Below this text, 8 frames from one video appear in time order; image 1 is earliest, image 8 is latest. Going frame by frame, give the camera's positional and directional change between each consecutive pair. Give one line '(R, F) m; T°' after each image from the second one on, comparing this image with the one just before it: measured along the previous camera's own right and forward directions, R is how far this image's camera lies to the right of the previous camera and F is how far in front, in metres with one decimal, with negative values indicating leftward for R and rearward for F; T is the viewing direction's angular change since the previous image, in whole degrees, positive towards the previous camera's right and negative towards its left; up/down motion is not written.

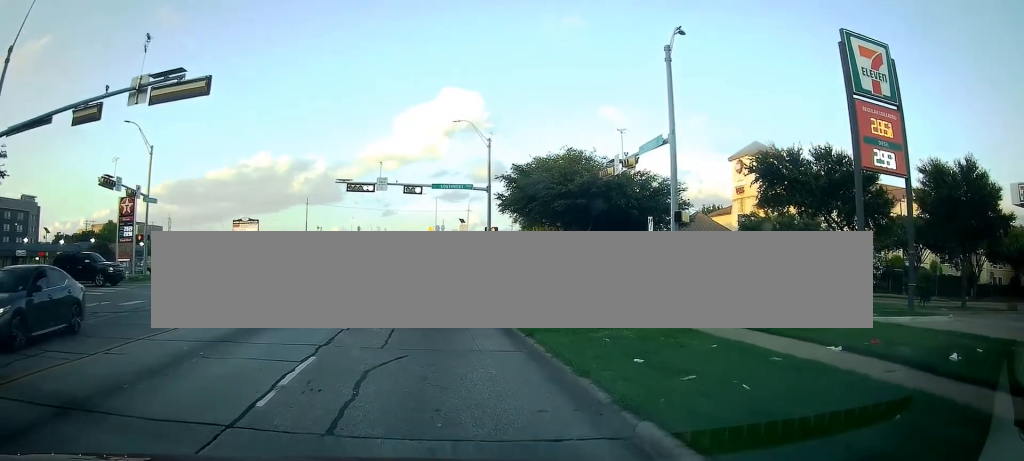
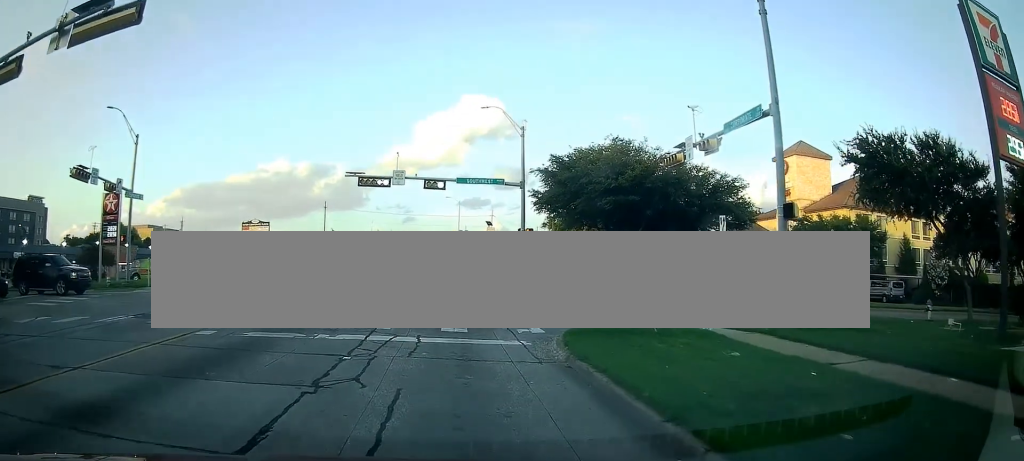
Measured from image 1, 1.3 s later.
(-0.1, +5.6) m; +2°
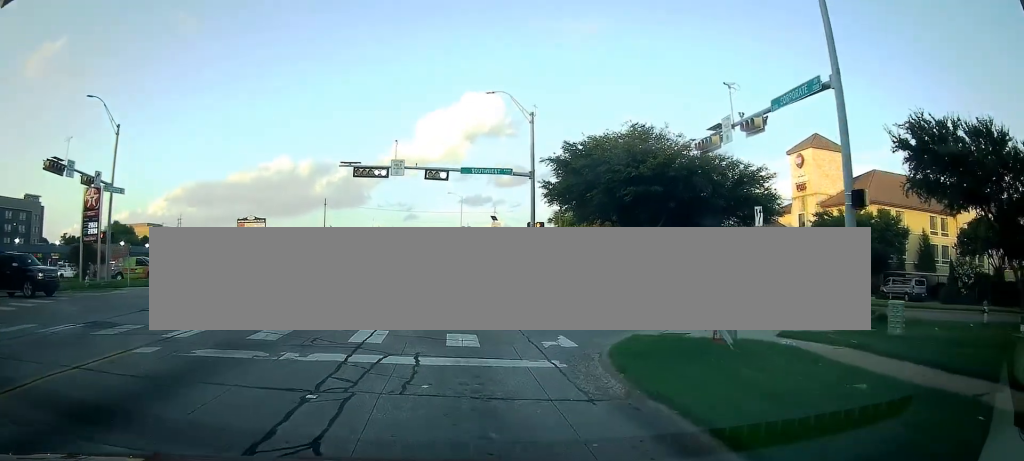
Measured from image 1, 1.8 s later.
(+0.1, +3.0) m; +2°
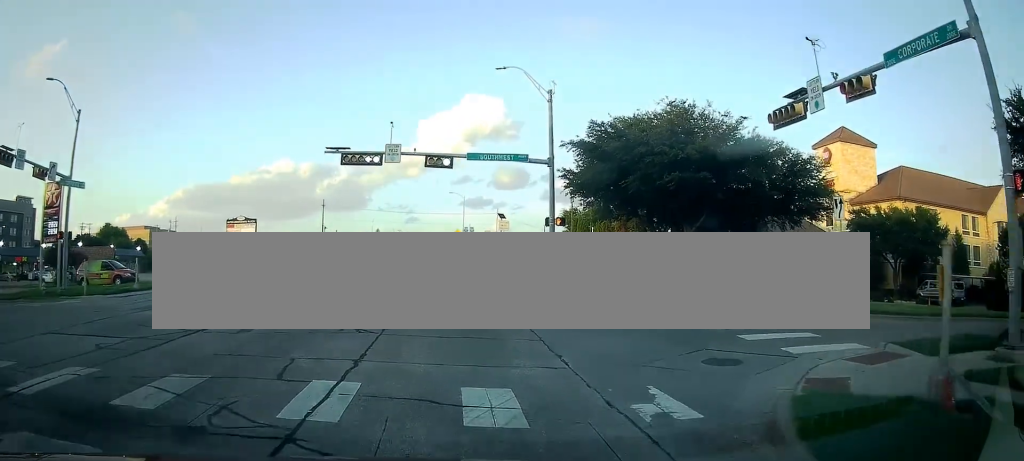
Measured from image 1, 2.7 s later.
(+0.1, +6.3) m; +6°
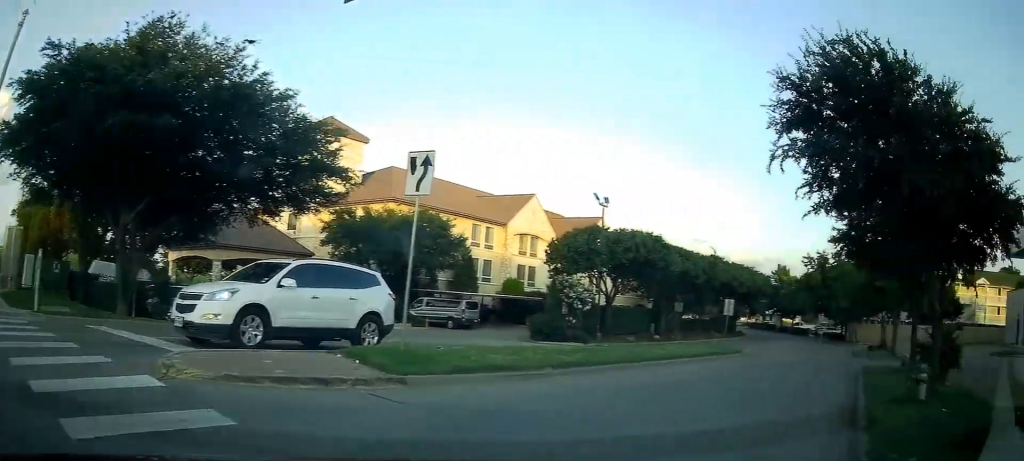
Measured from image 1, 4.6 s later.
(+3.1, +9.9) m; +56°
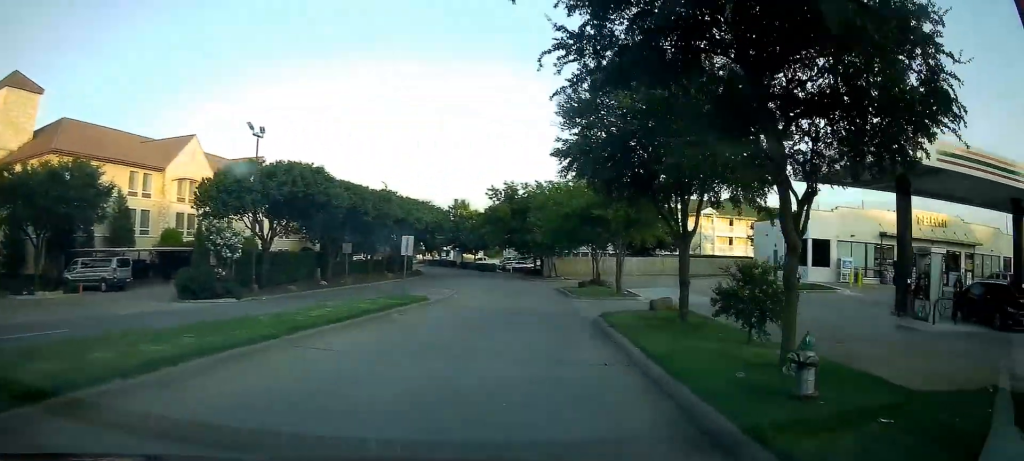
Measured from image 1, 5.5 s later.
(+1.9, +5.0) m; +24°
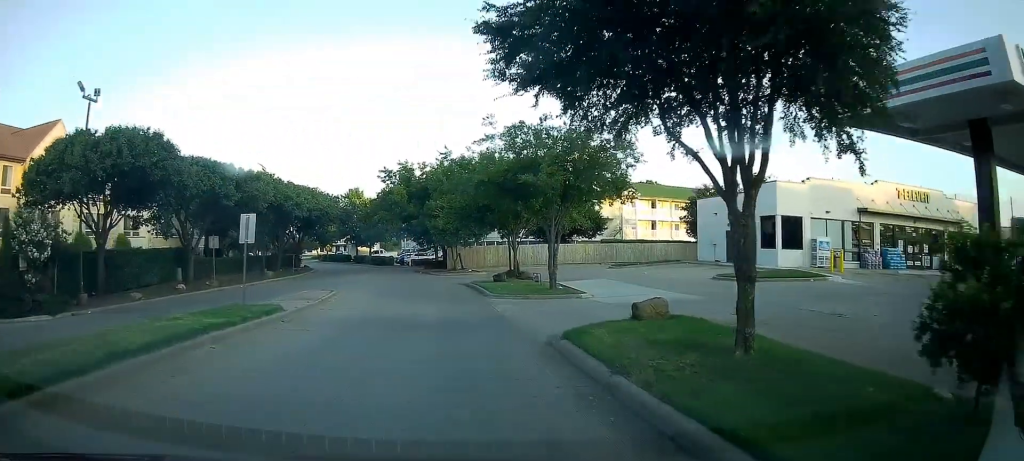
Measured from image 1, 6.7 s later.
(+0.6, +9.4) m; +3°
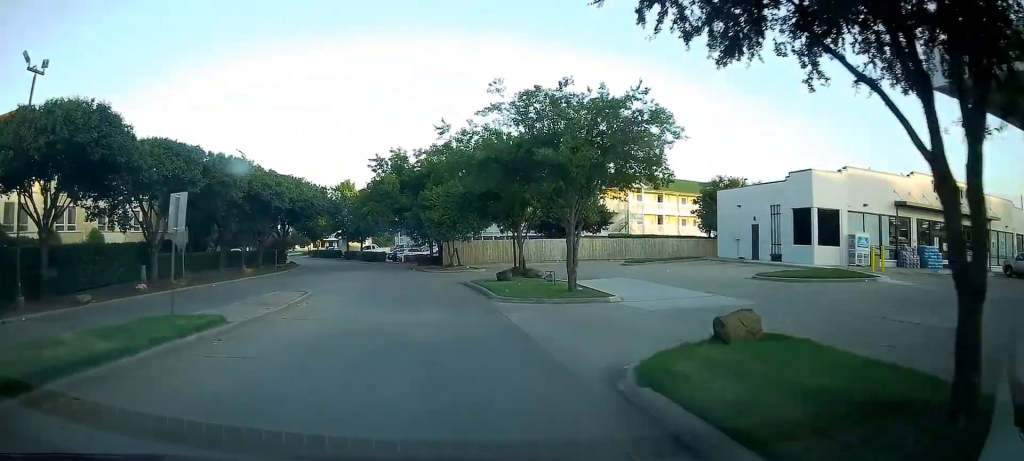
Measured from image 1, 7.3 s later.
(+0.2, +4.9) m; -1°
